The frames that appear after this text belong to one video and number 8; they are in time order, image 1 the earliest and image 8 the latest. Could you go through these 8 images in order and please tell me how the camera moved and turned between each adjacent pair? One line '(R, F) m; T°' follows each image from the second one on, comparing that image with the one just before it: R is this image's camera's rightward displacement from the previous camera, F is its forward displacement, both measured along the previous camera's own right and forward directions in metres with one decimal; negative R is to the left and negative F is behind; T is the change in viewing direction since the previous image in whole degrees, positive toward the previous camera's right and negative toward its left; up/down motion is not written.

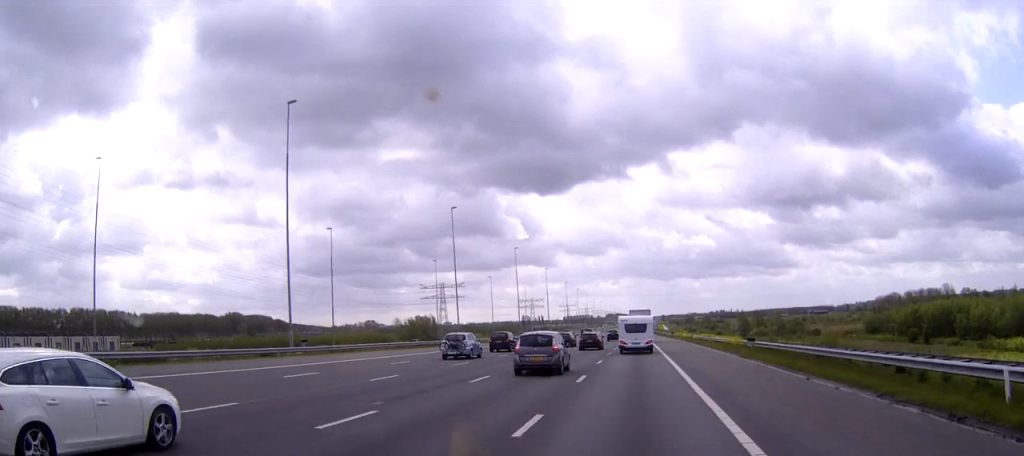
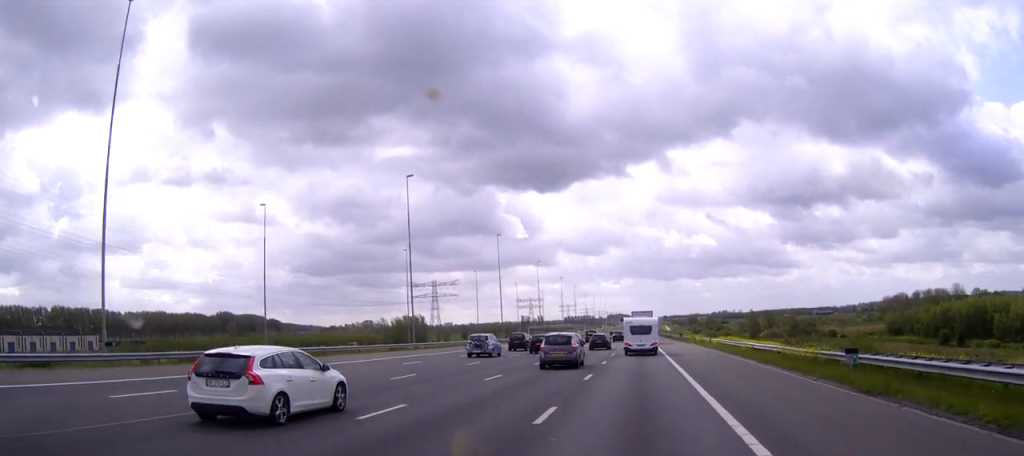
(0.0, +22.2) m; 0°
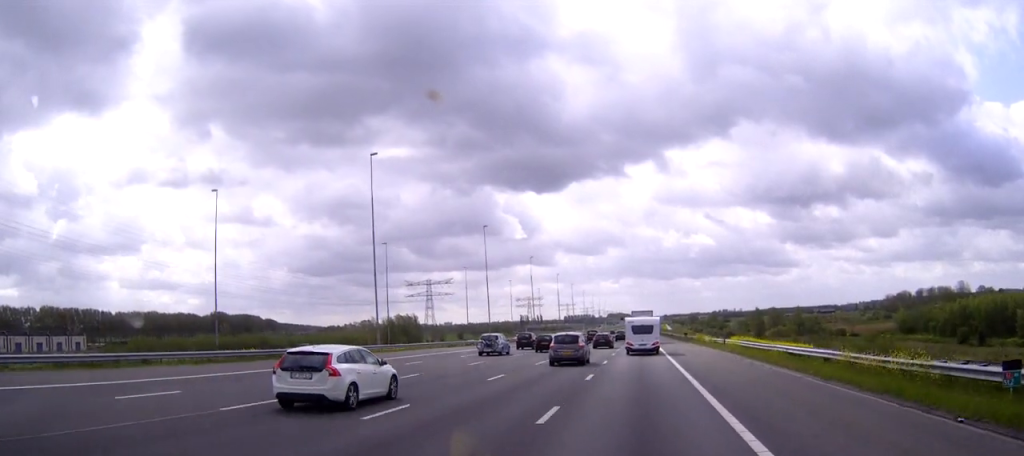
(0.0, +11.9) m; 0°
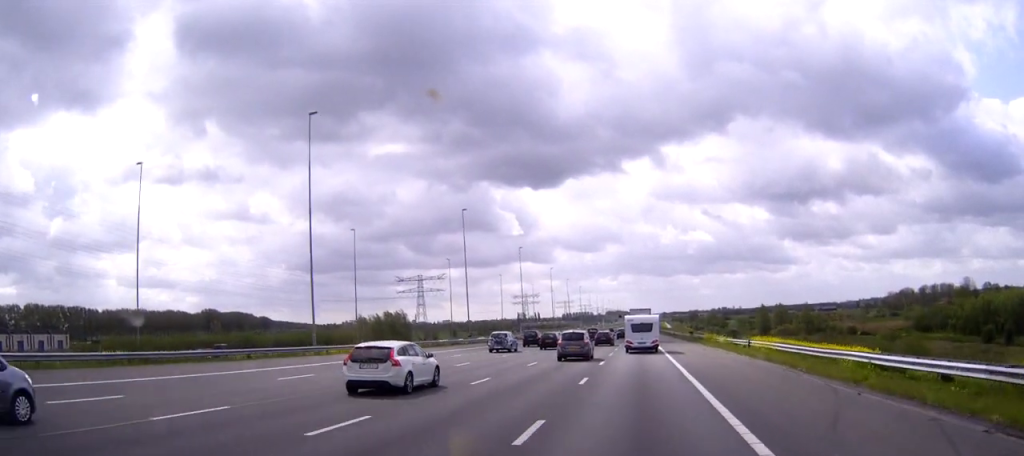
(0.0, +14.7) m; 0°
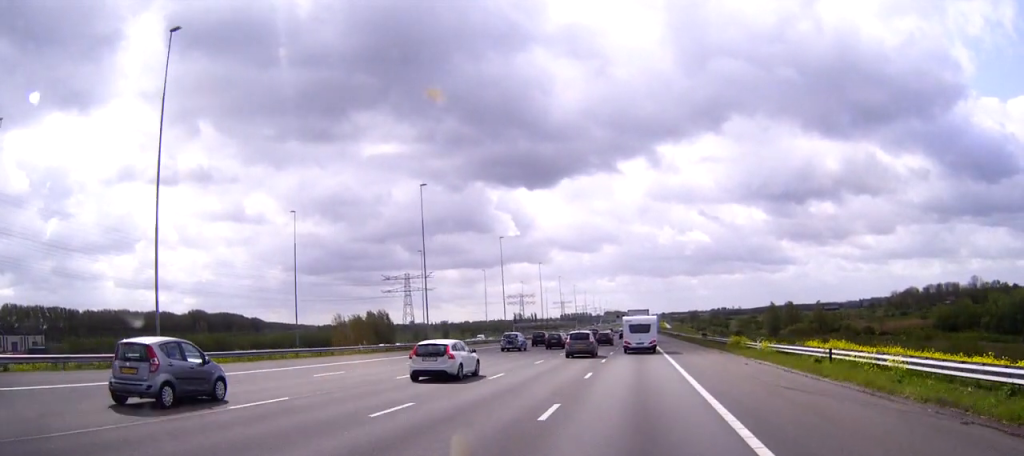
(0.0, +20.9) m; 0°
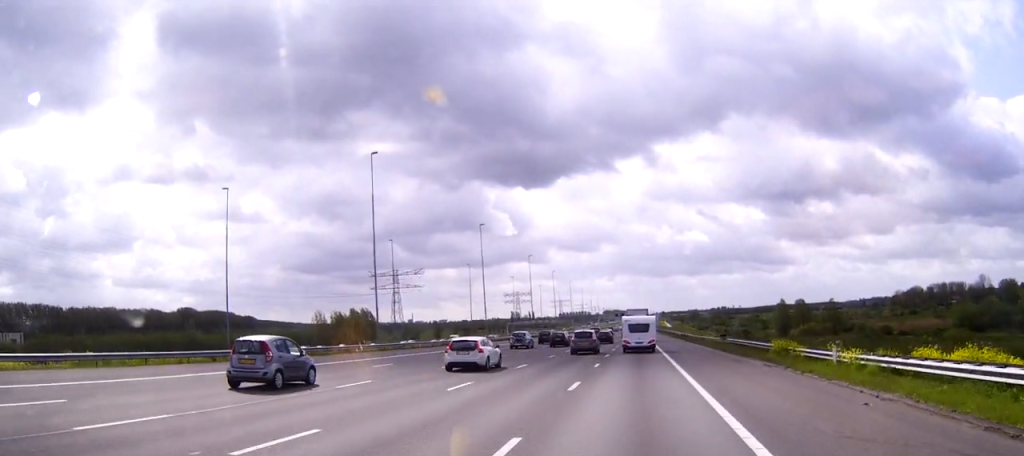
(0.0, +17.5) m; 0°
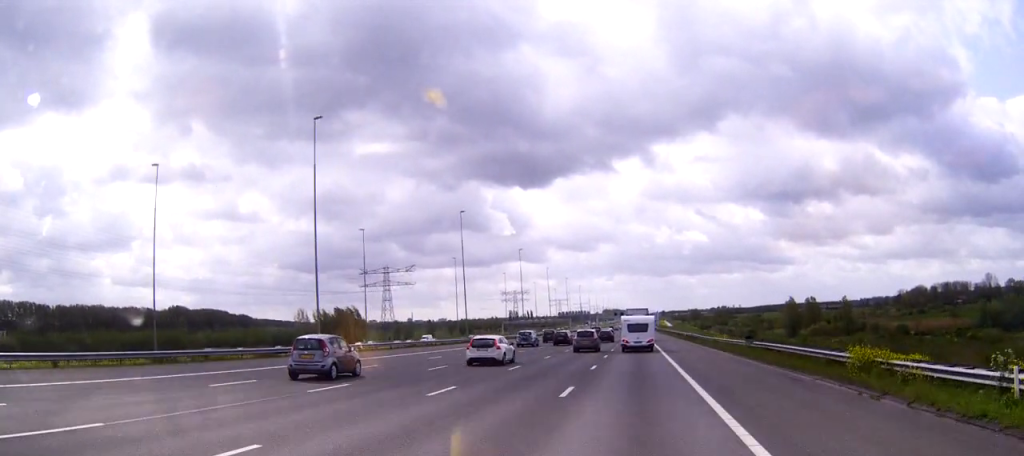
(0.0, +14.0) m; 0°
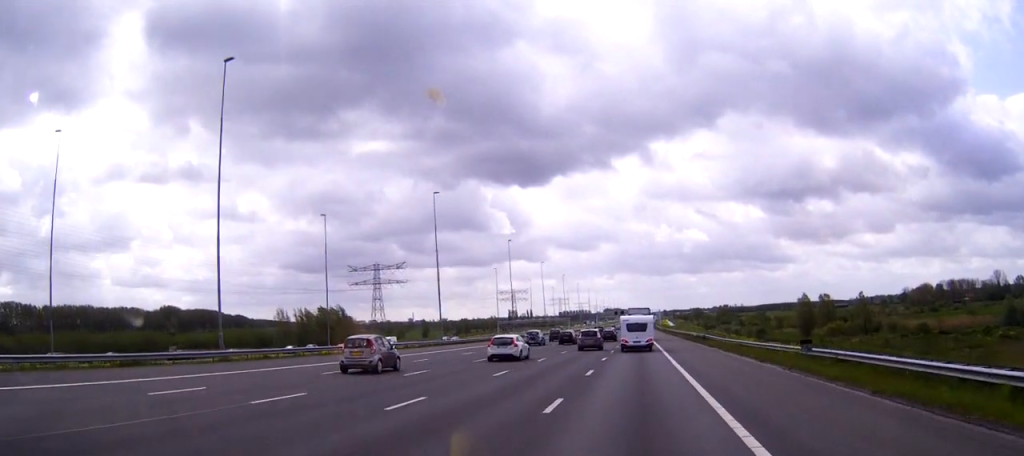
(0.0, +15.4) m; 0°
